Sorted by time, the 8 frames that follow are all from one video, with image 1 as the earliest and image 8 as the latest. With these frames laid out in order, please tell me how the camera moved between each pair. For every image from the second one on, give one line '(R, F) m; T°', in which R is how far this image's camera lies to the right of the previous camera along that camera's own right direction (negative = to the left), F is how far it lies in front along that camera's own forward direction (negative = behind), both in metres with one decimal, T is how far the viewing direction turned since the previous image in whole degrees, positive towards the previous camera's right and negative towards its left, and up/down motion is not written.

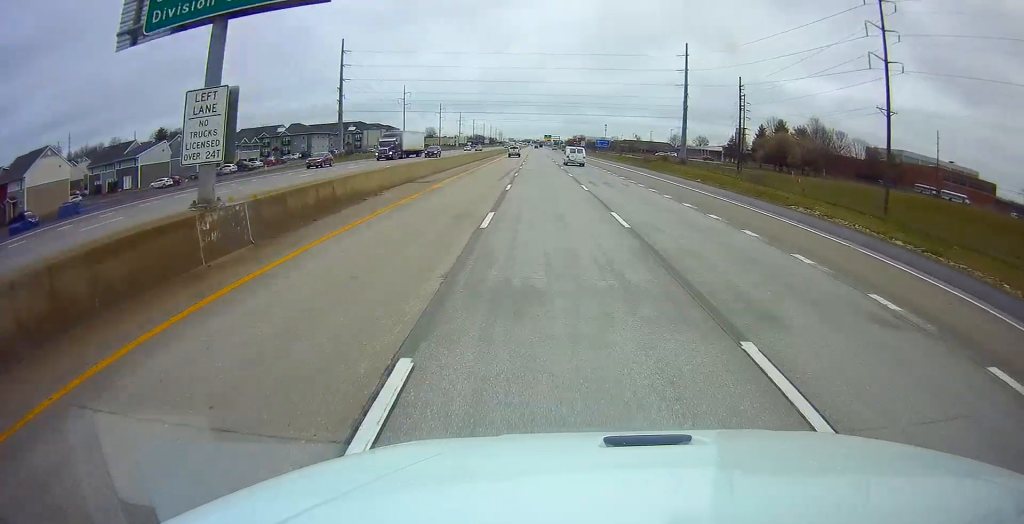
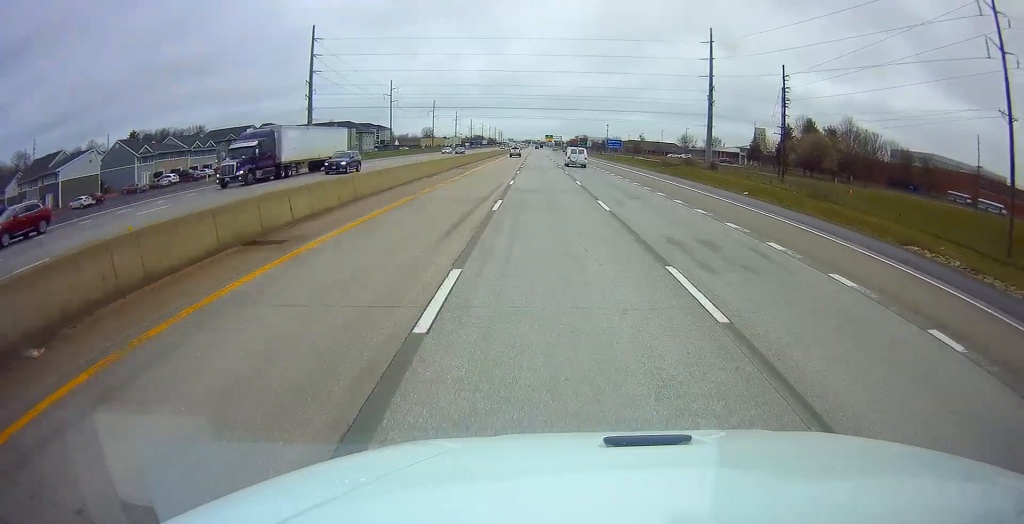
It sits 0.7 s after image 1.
(-0.3, +20.3) m; -1°
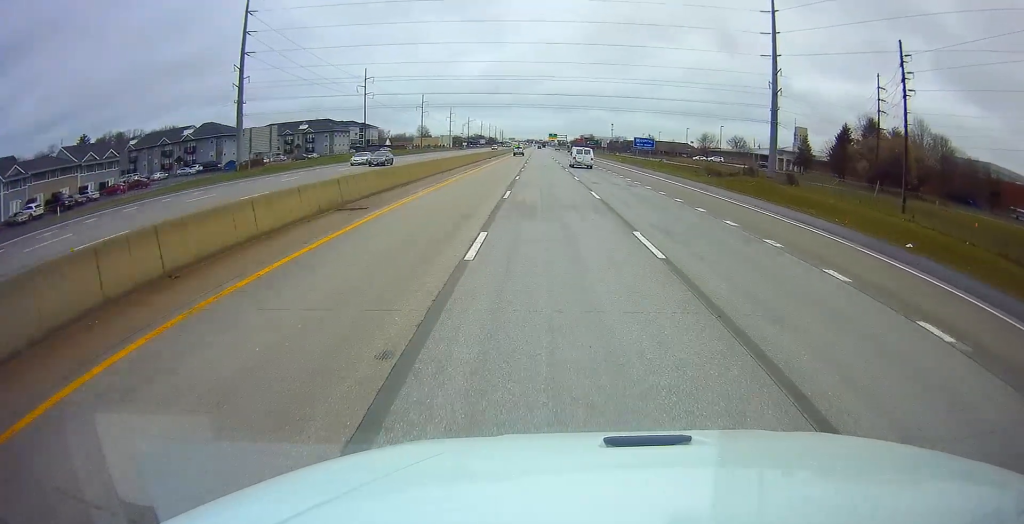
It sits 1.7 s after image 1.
(-0.1, +32.4) m; +1°
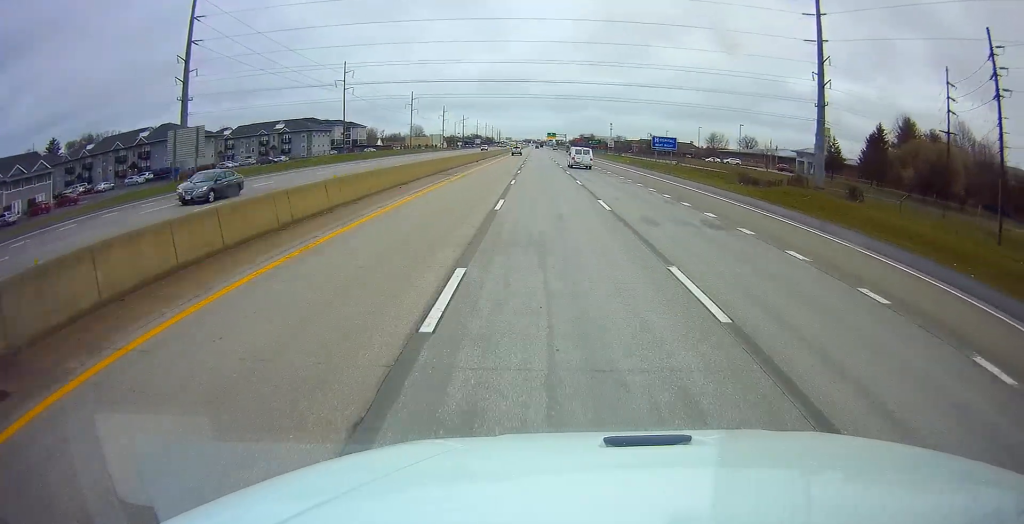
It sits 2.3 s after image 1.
(+0.4, +16.2) m; 0°
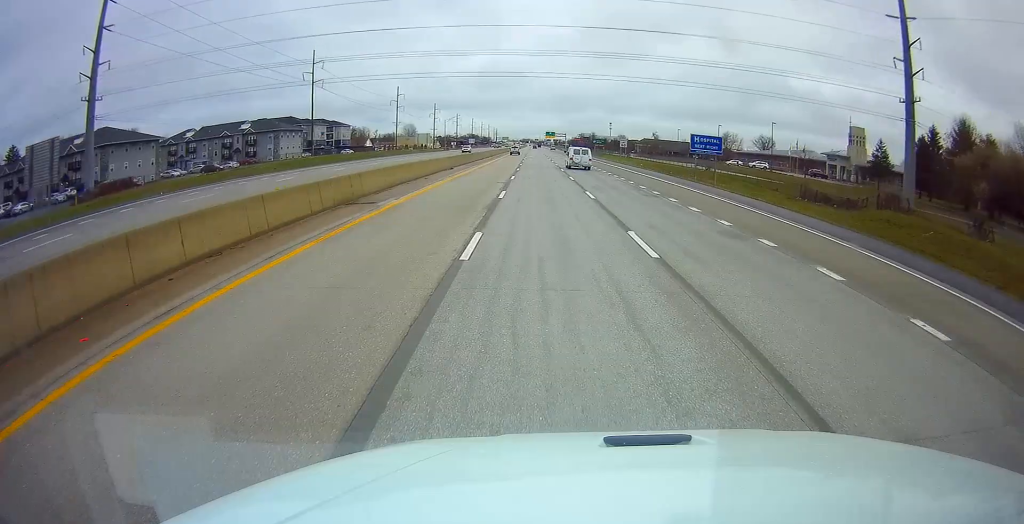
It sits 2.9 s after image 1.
(+0.2, +20.2) m; 0°
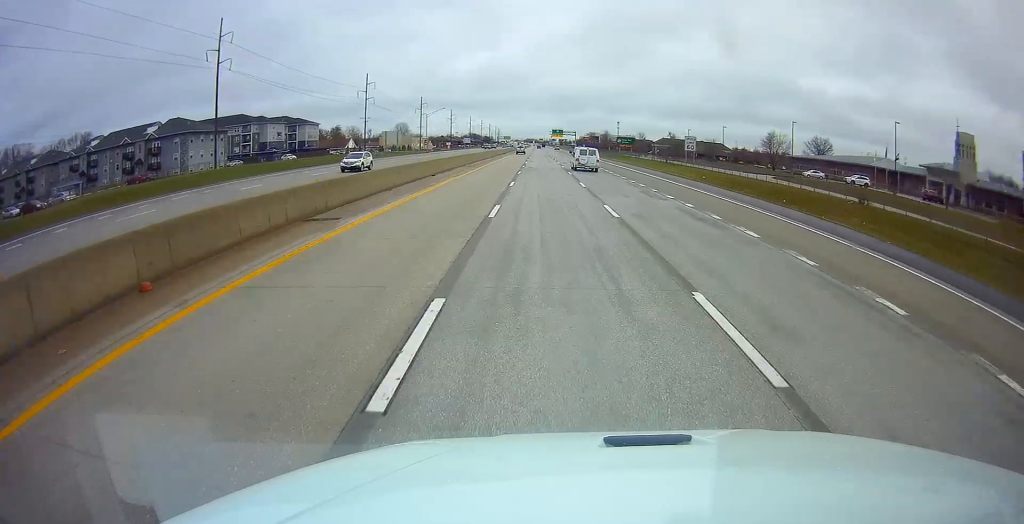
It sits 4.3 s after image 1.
(-0.8, +42.6) m; 0°
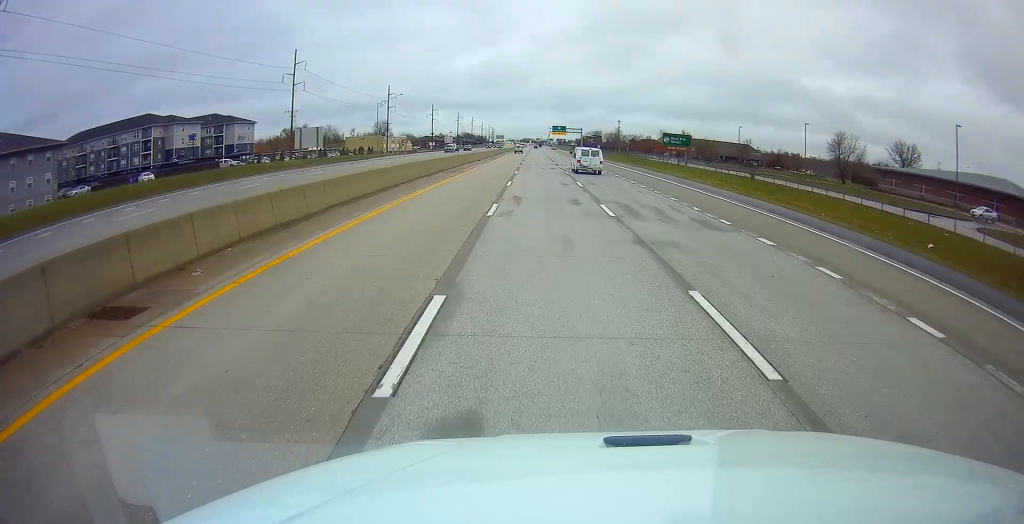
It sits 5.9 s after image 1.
(+0.7, +48.7) m; 0°
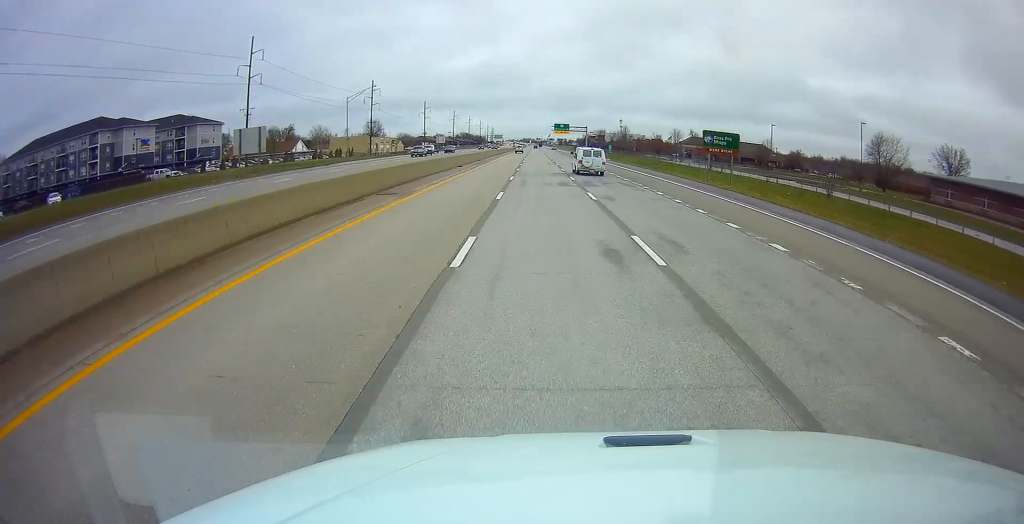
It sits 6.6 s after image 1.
(-0.3, +19.2) m; -1°
